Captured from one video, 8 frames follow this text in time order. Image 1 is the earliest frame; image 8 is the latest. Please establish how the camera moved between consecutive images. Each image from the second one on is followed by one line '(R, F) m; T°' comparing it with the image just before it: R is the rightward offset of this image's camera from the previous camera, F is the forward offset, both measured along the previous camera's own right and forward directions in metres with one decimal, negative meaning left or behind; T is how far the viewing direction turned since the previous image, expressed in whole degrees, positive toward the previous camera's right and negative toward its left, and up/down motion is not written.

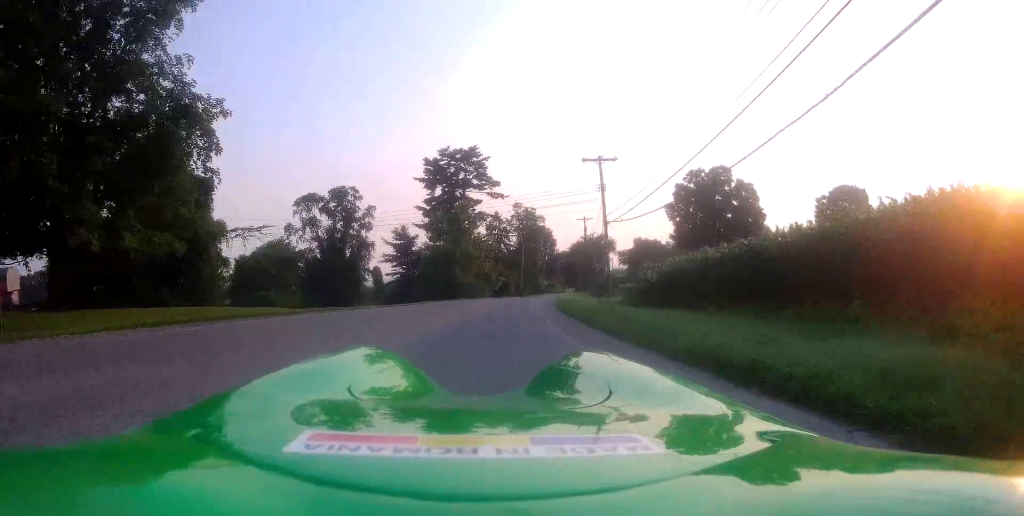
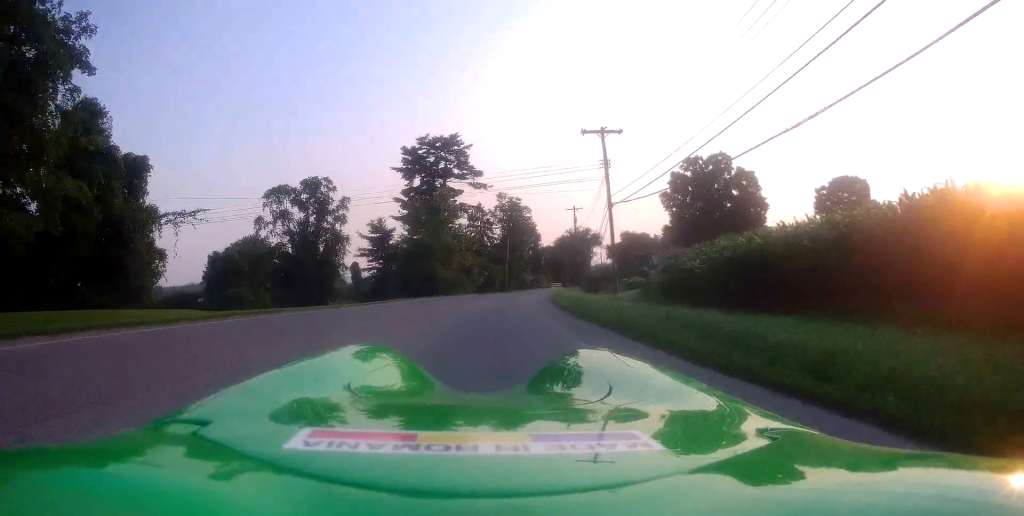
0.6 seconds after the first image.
(-0.2, +6.3) m; +1°
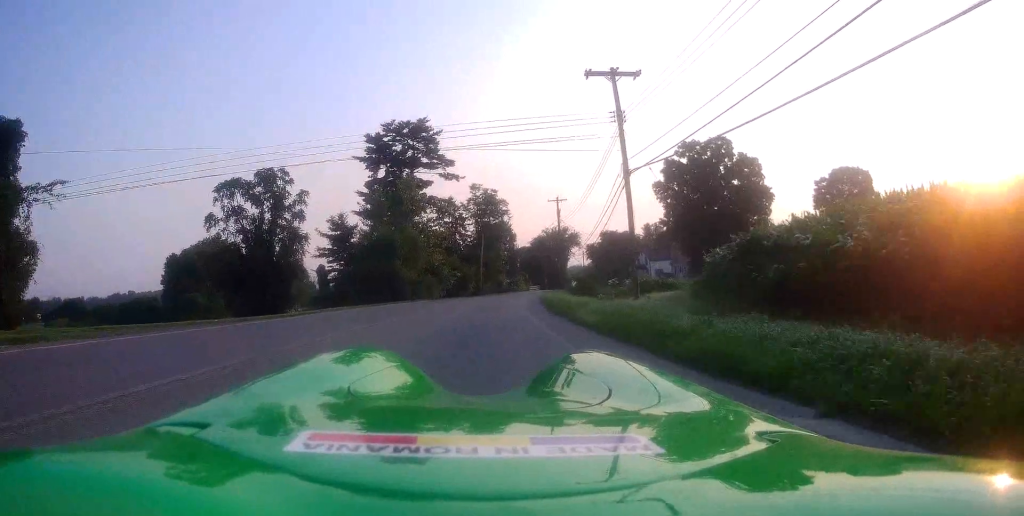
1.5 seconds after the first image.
(+0.4, +9.6) m; +3°
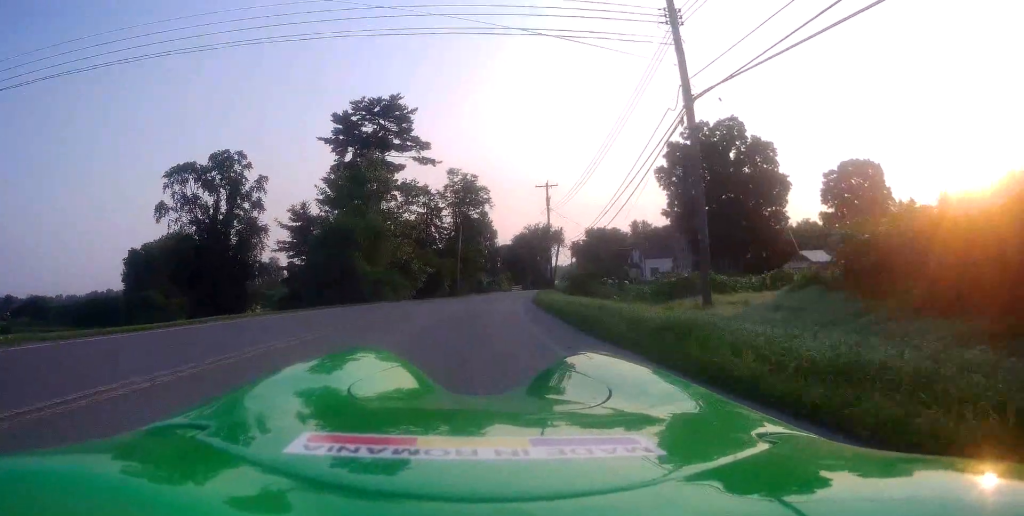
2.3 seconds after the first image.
(+0.2, +9.7) m; +2°
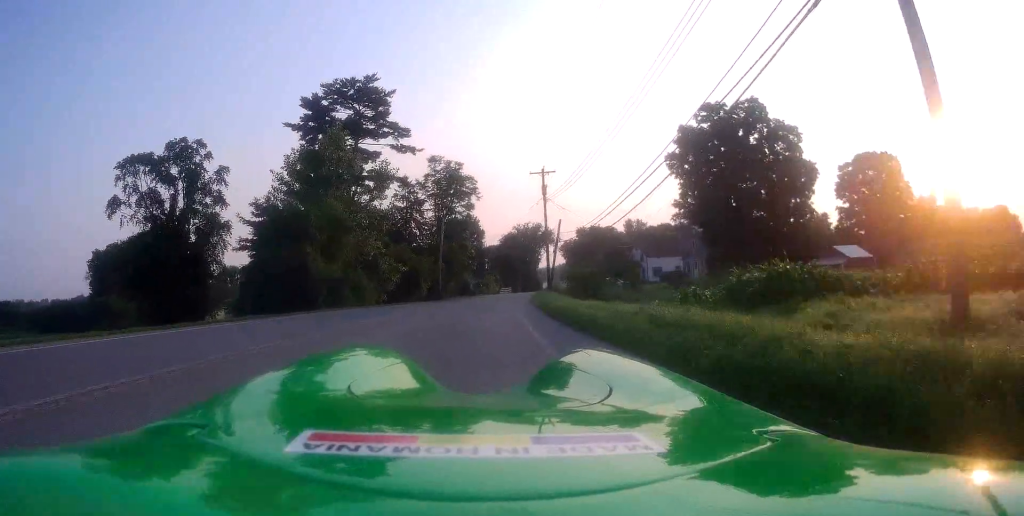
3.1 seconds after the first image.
(+0.1, +9.0) m; +1°
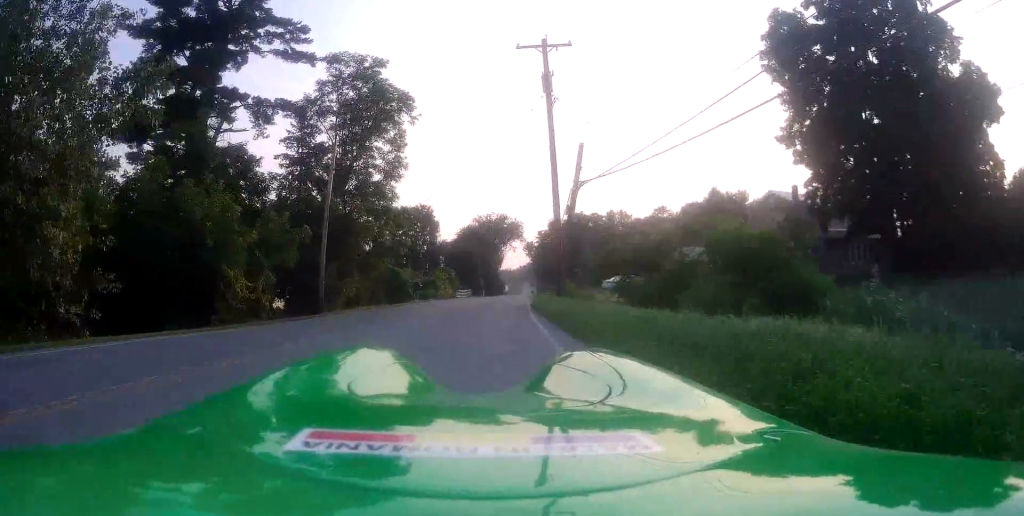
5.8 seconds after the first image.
(+0.7, +30.2) m; +3°
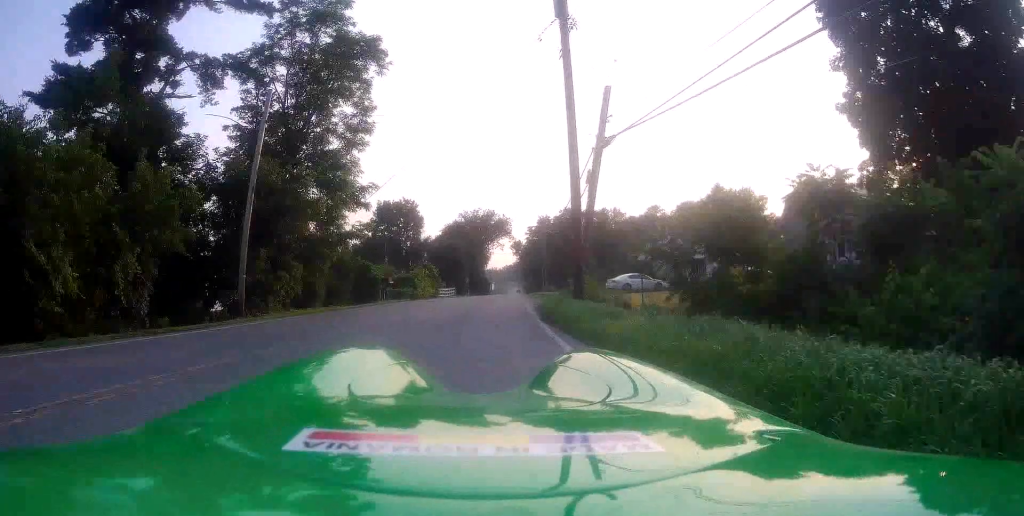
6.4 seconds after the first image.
(+0.1, +7.8) m; +1°
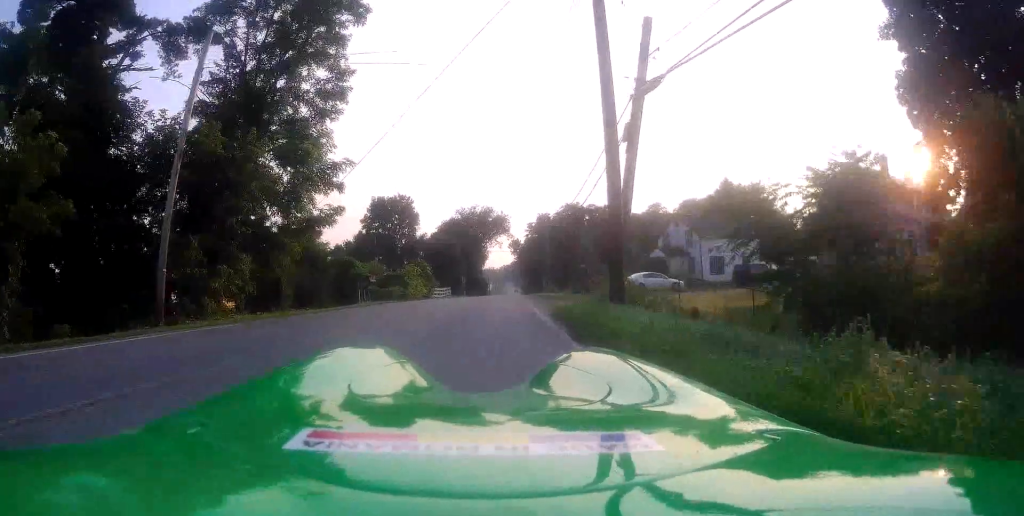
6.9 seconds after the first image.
(0.0, +5.4) m; +1°
